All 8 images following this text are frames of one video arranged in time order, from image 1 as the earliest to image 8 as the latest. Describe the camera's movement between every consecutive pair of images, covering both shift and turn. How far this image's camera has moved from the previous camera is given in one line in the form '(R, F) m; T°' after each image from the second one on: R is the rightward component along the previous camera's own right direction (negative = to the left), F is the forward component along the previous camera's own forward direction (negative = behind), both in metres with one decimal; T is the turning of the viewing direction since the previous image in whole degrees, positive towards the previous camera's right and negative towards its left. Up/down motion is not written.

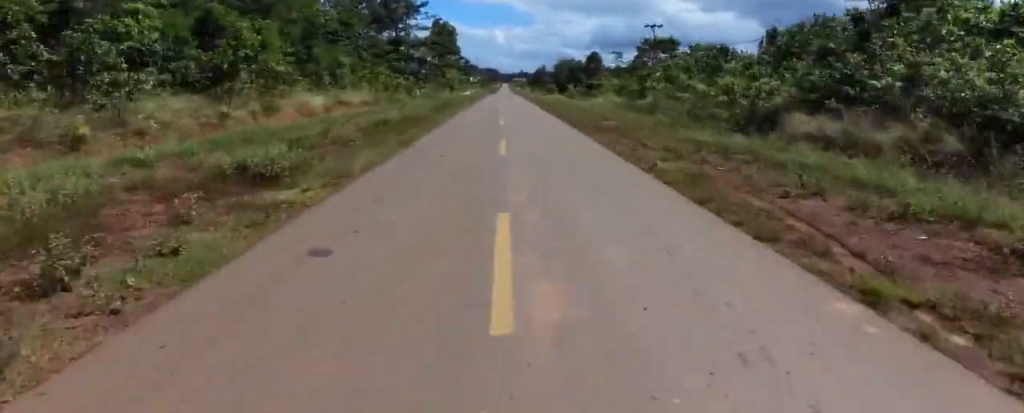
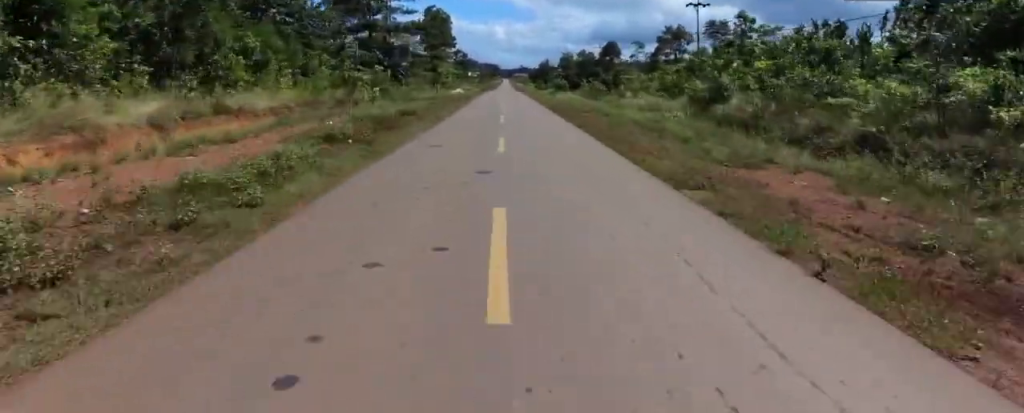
(-1.4, +15.7) m; -1°
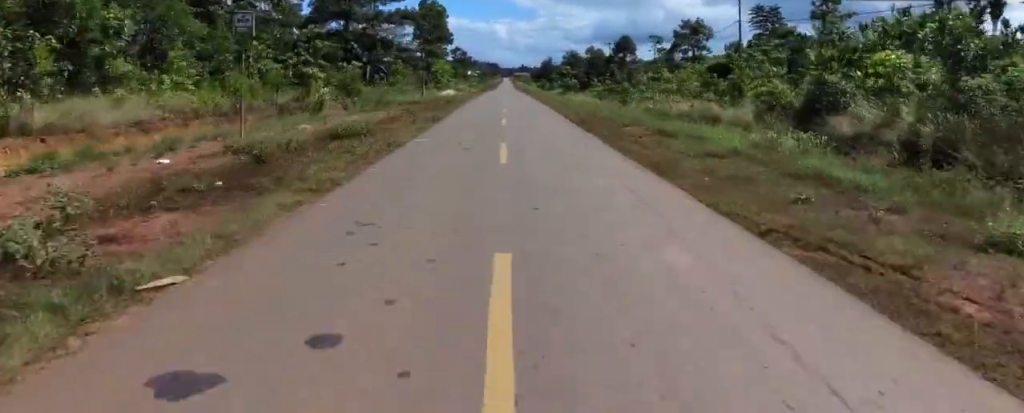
(+0.1, +10.6) m; 0°
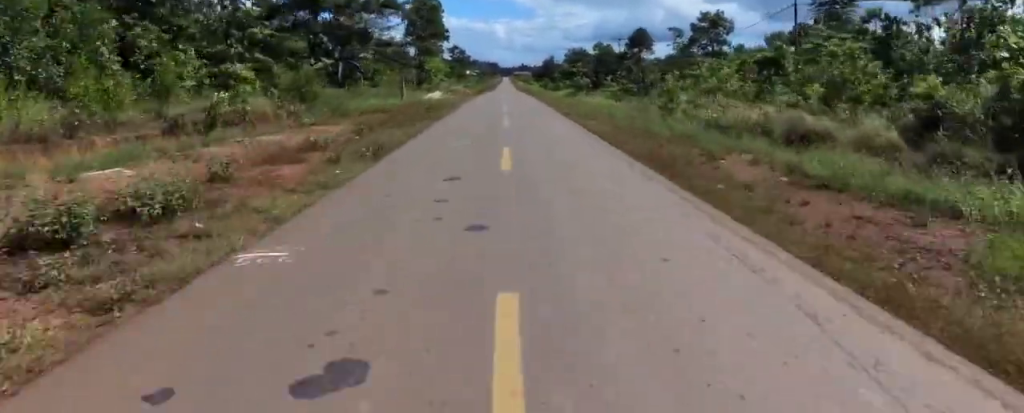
(+0.6, +9.1) m; 0°
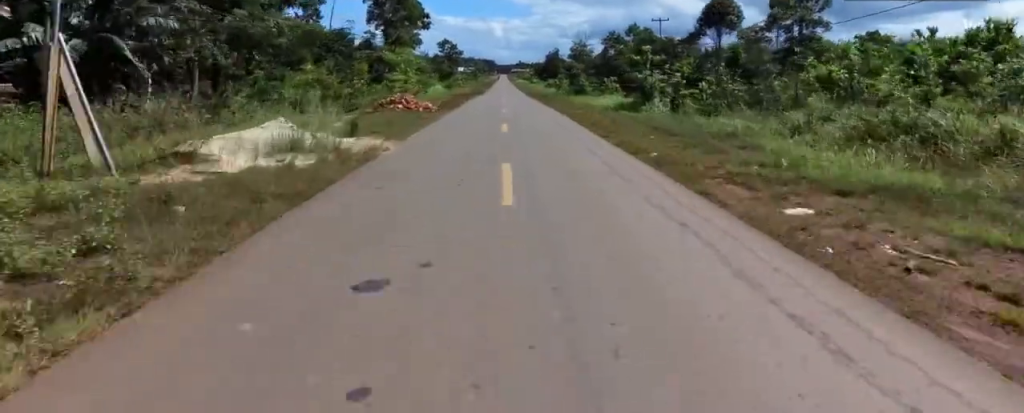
(-0.8, +26.5) m; 0°
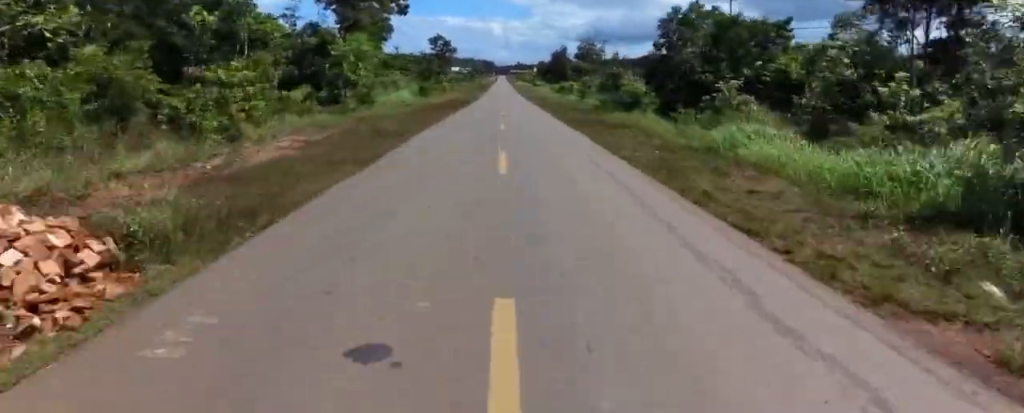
(+1.0, +22.0) m; +2°
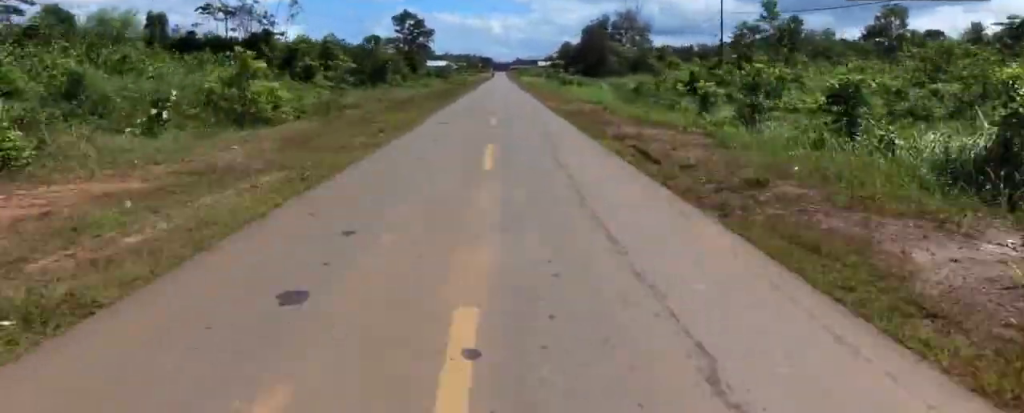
(-0.3, +55.7) m; 0°
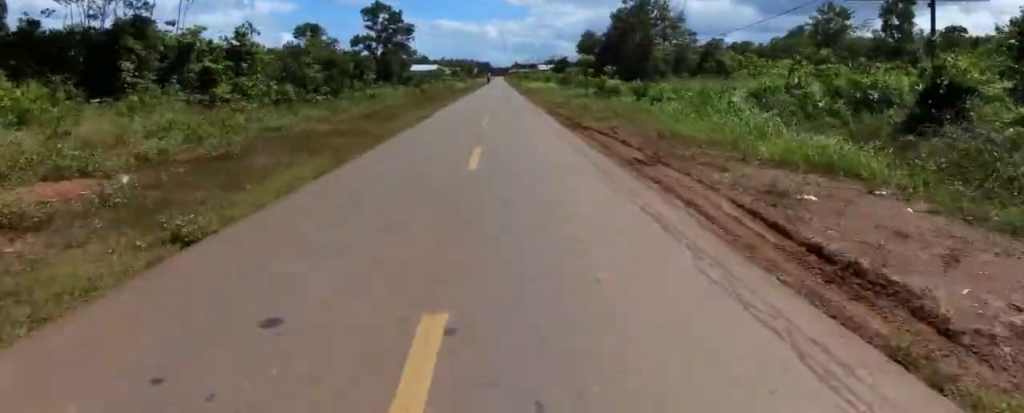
(0.0, +25.1) m; 0°
